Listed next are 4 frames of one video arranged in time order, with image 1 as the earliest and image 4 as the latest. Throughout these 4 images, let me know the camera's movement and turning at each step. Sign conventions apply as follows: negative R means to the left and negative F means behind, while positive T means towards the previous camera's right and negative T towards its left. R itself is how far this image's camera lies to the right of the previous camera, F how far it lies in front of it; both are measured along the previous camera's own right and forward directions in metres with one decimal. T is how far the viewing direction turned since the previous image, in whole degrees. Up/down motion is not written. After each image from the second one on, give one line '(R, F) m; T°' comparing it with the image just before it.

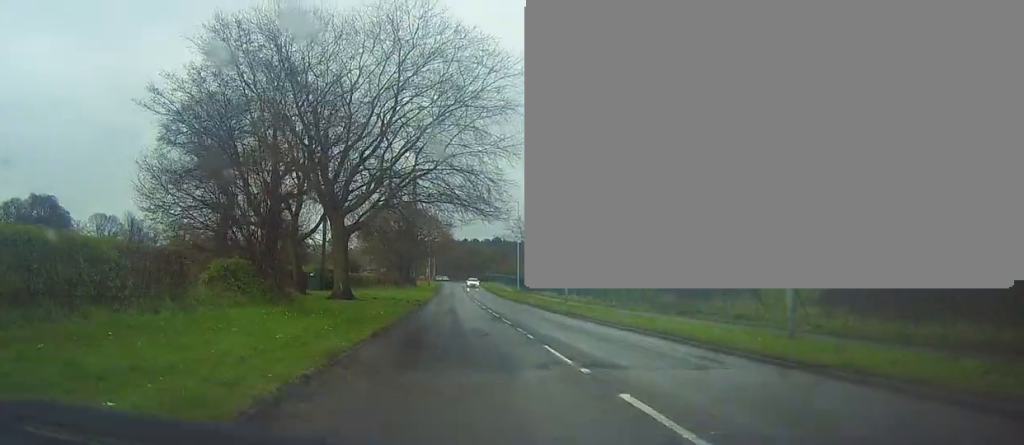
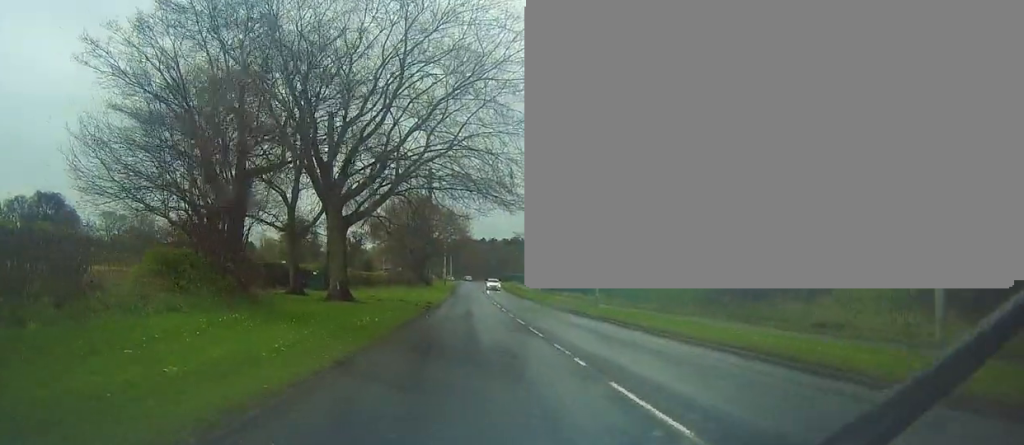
(-0.2, +5.0) m; -4°
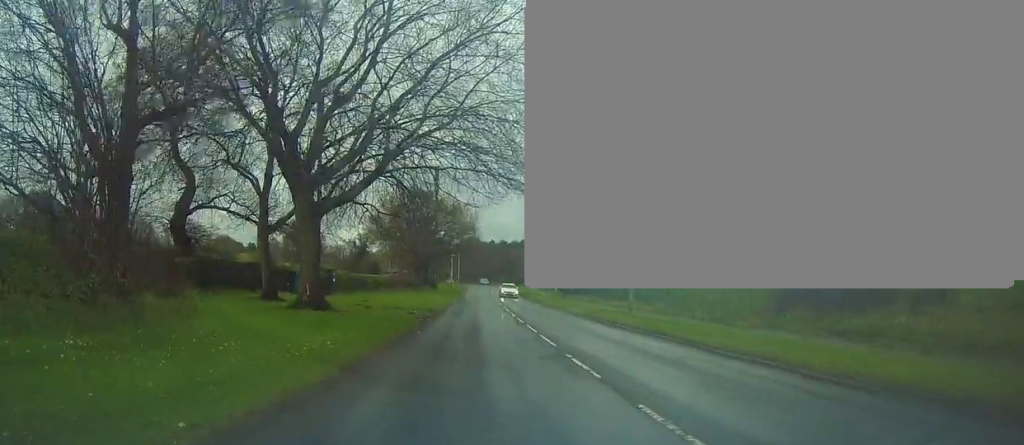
(-0.2, +6.5) m; -1°
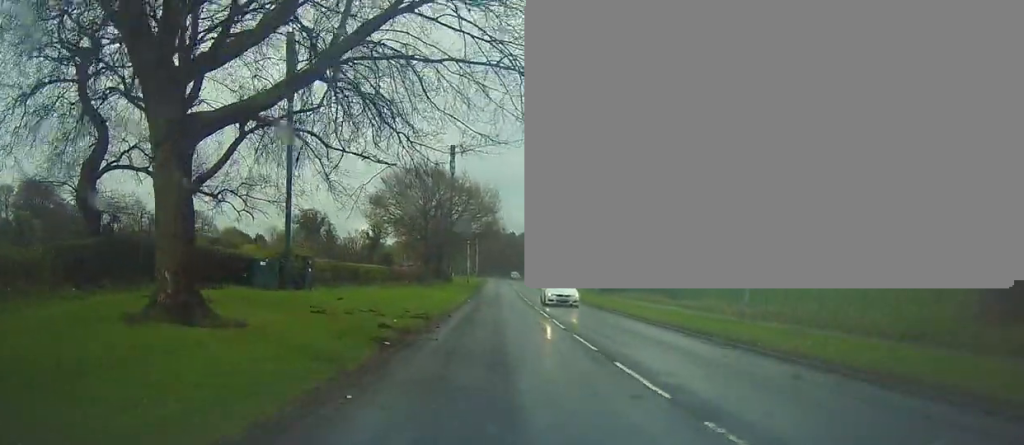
(-0.2, +11.9) m; -2°
